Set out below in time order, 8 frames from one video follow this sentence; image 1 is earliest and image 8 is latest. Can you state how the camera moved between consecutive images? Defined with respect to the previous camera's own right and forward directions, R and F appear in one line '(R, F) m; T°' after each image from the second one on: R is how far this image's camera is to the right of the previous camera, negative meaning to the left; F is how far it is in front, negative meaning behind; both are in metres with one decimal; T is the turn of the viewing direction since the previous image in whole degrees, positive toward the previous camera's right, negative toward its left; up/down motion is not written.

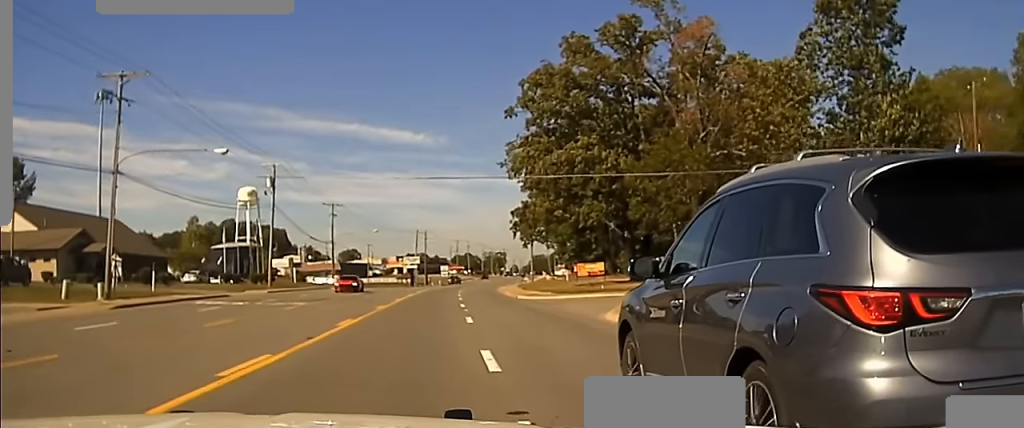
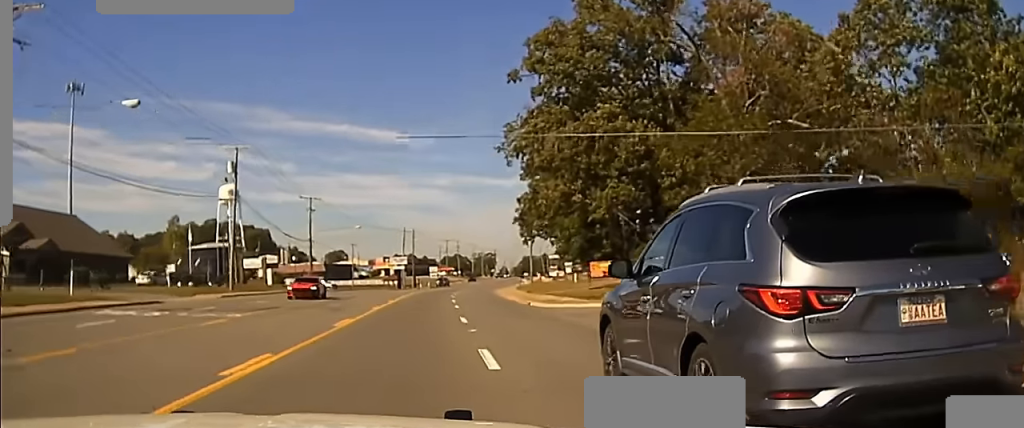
(-0.1, +13.8) m; +1°
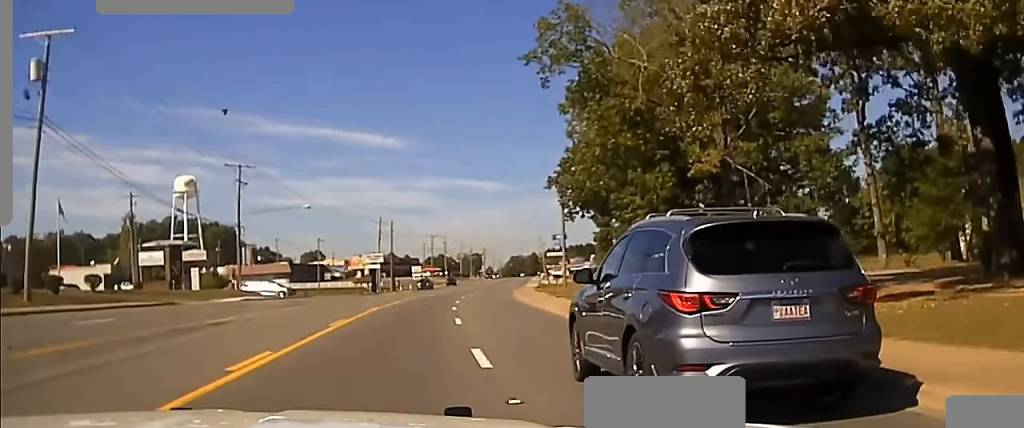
(+0.8, +41.0) m; +1°
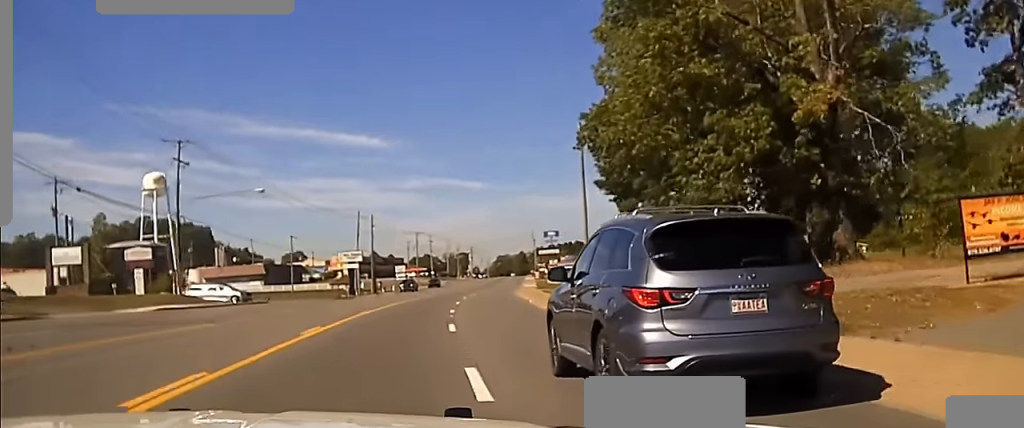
(+0.1, +15.7) m; -1°
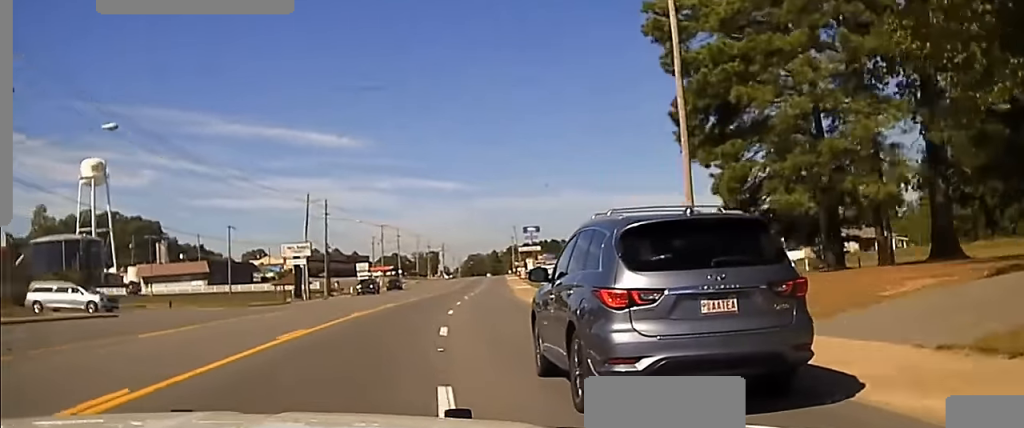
(-0.2, +27.4) m; +2°
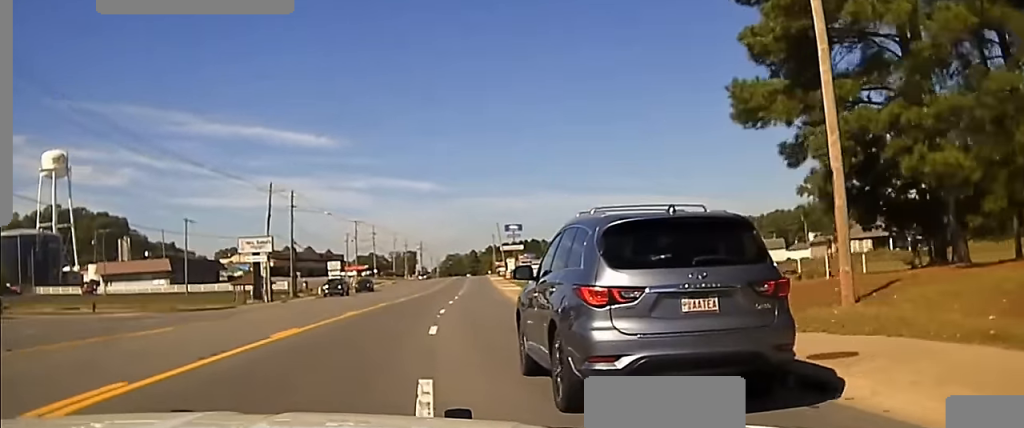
(+0.2, +12.2) m; +2°
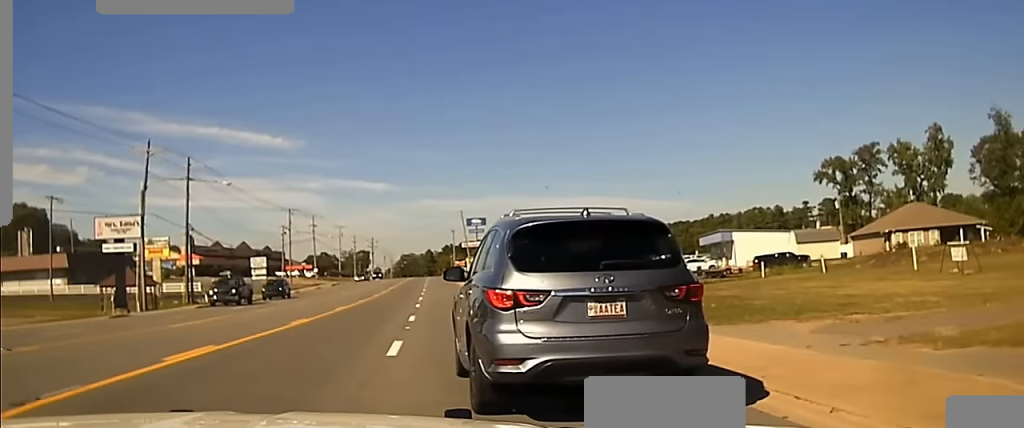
(+1.1, +31.4) m; +2°
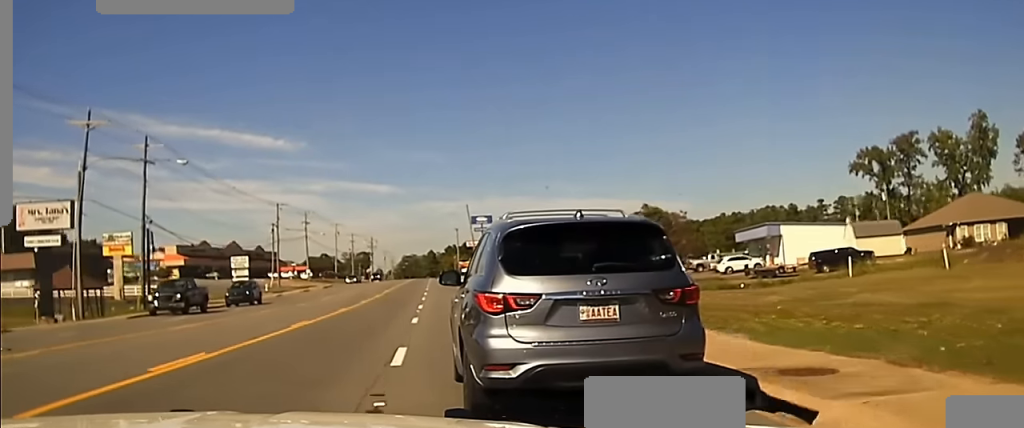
(-0.1, +13.1) m; 0°
